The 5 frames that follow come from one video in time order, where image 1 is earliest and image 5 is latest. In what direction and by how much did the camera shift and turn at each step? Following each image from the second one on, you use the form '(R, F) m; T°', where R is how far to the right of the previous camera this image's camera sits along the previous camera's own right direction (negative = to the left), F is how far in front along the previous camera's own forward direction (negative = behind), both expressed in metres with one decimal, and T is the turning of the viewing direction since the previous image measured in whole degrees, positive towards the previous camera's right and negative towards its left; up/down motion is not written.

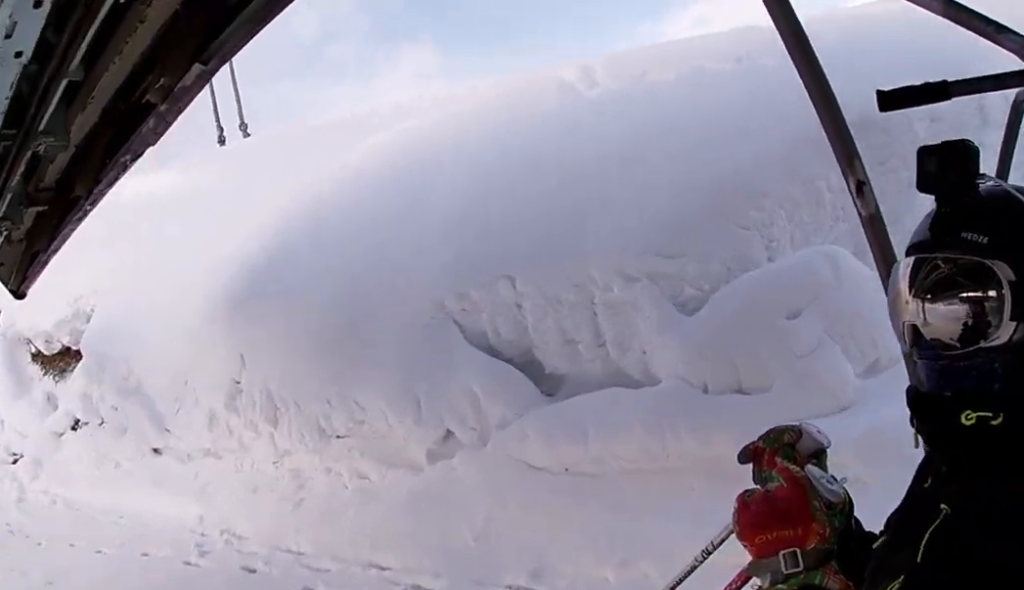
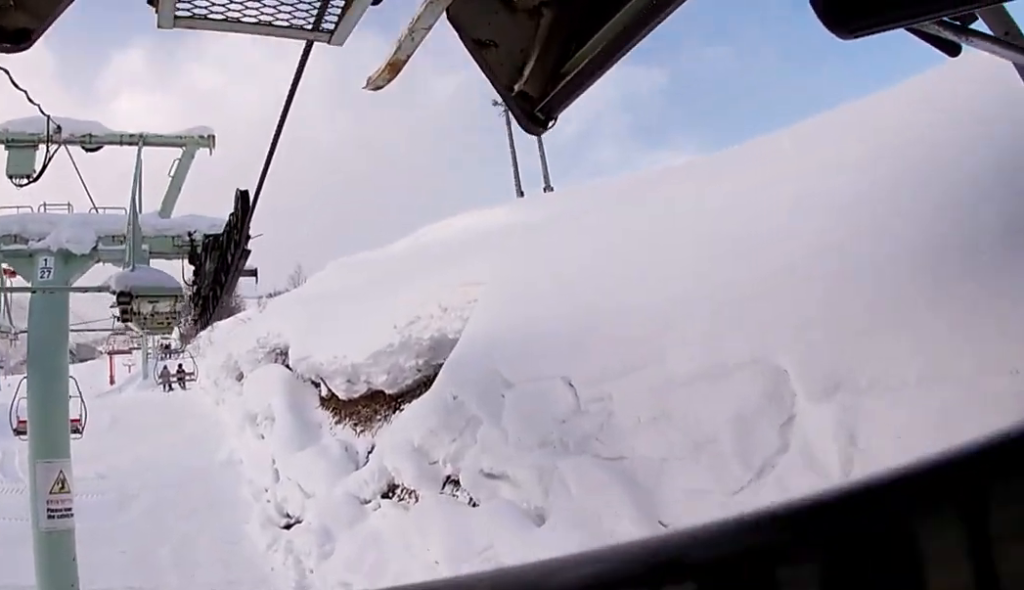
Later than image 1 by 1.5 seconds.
(+0.6, +5.6) m; +9°
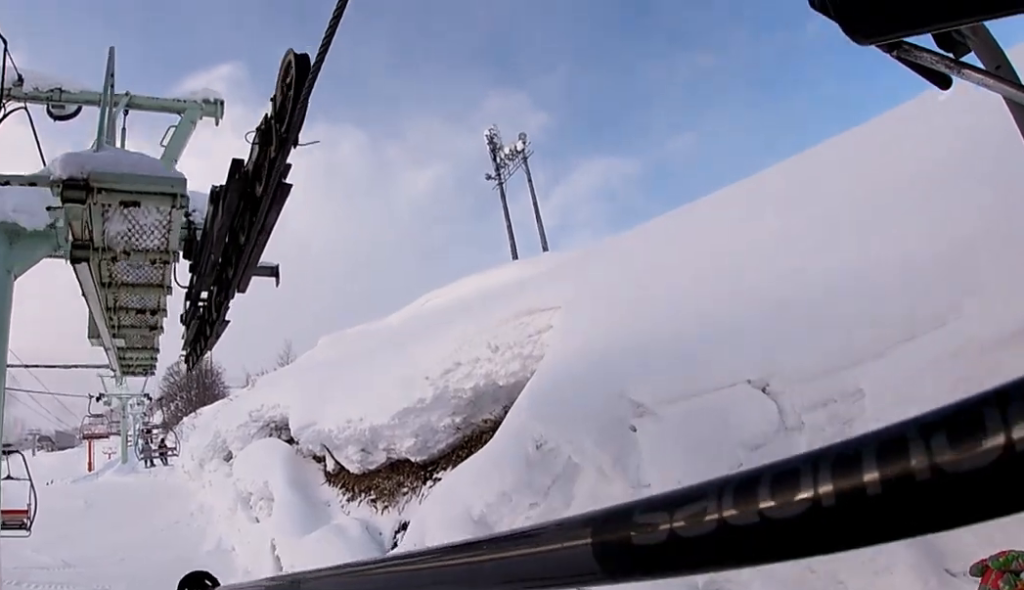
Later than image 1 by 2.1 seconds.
(-0.1, +2.3) m; +1°
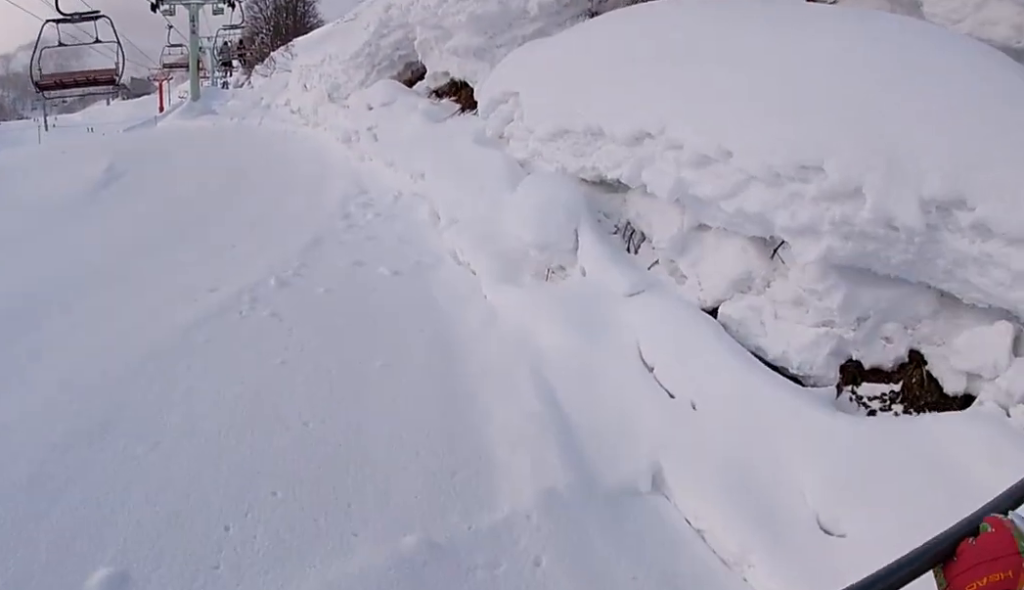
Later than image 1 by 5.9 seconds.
(+1.4, +17.7) m; -5°
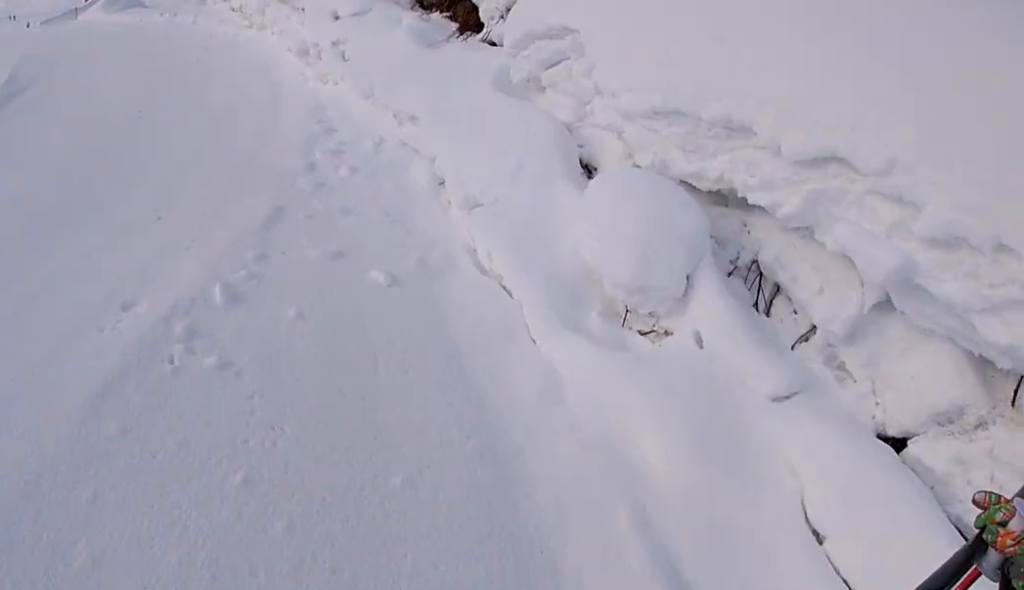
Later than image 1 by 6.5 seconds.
(-0.8, +2.8) m; +3°
